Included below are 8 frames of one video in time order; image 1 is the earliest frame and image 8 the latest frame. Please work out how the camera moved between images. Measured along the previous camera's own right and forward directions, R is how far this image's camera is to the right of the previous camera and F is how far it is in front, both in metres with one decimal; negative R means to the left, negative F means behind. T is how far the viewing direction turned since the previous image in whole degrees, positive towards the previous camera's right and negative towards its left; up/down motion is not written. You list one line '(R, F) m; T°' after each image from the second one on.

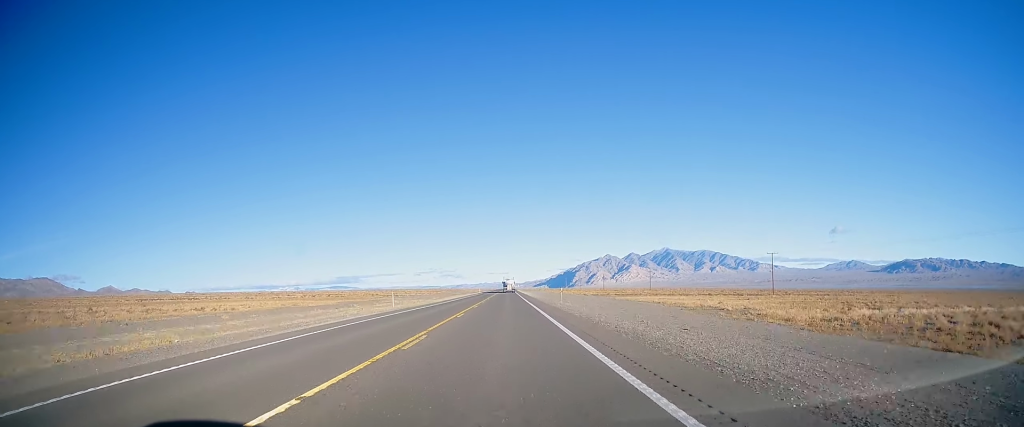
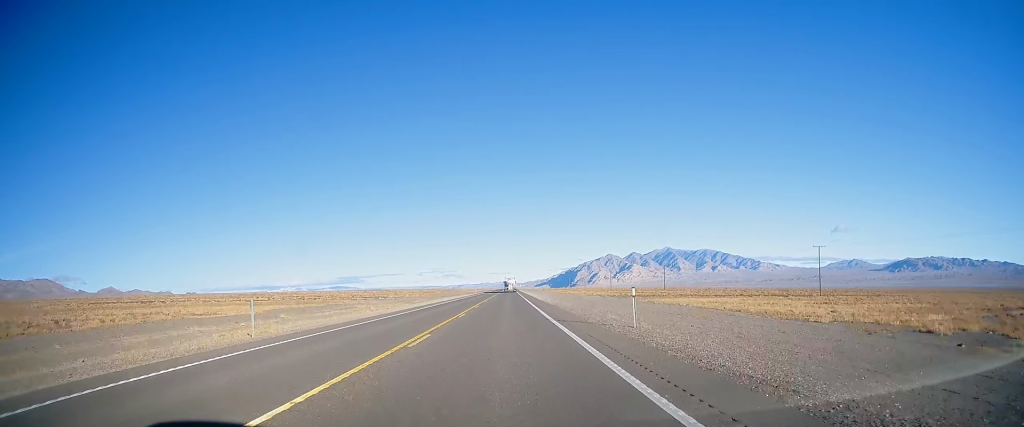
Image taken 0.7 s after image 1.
(0.0, +23.4) m; 0°
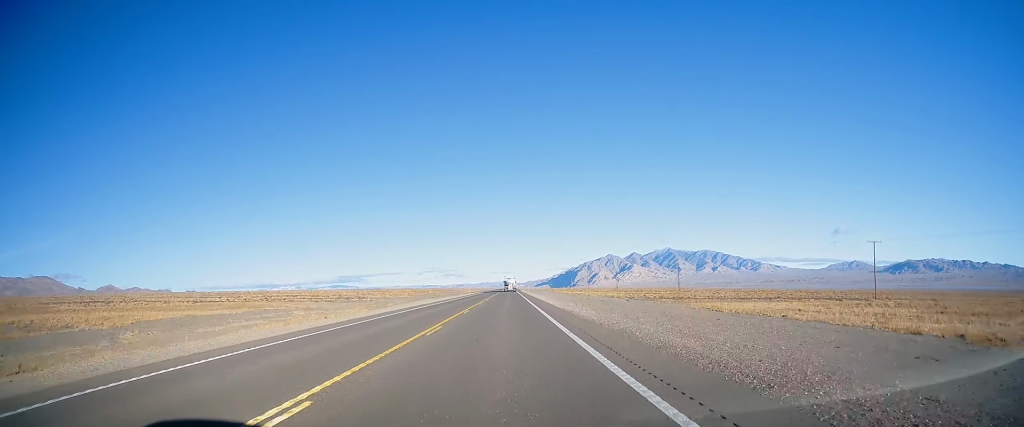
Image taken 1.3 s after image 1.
(0.0, +21.1) m; 0°
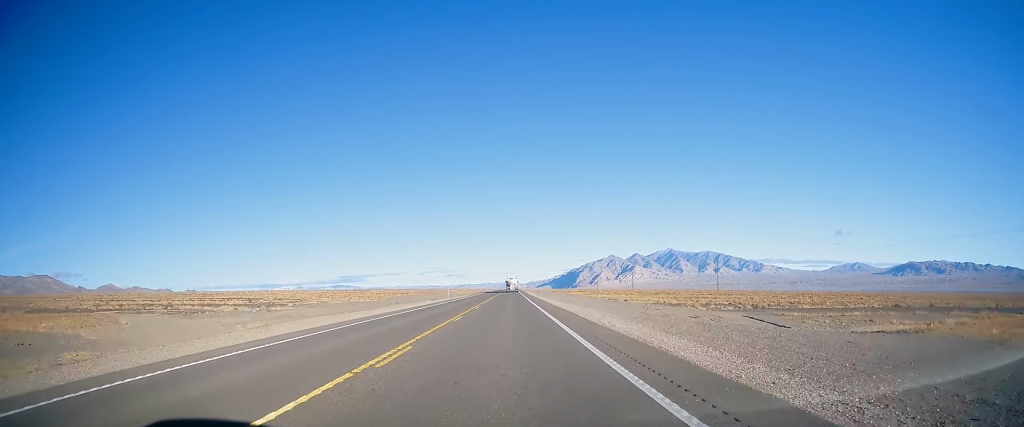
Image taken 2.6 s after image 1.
(-0.2, +42.3) m; 0°
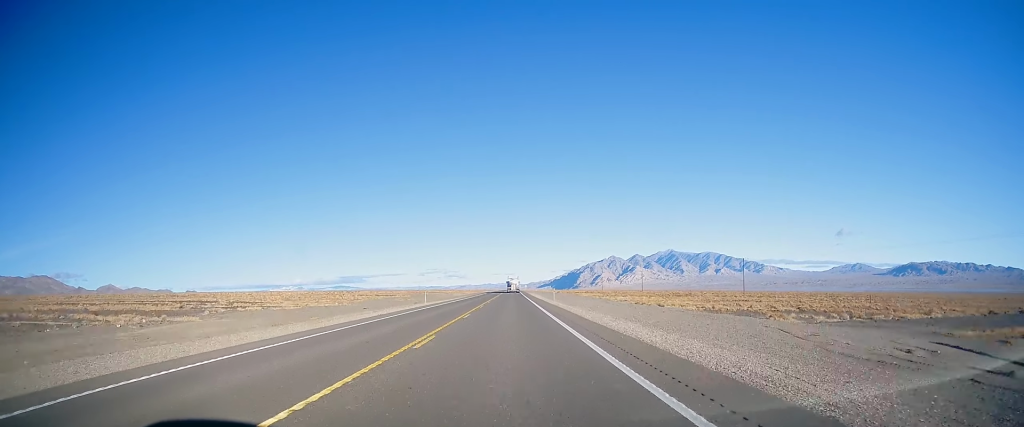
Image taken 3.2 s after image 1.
(0.0, +21.2) m; 0°
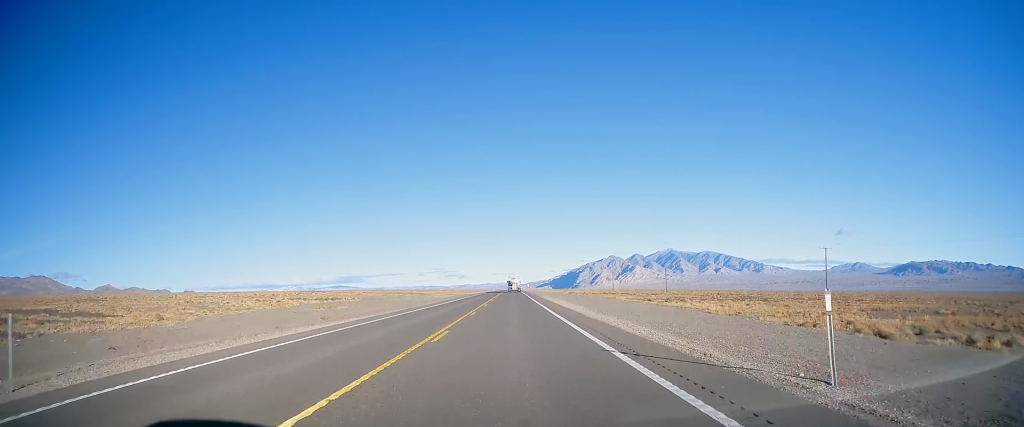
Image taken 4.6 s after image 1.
(+0.5, +47.1) m; +1°
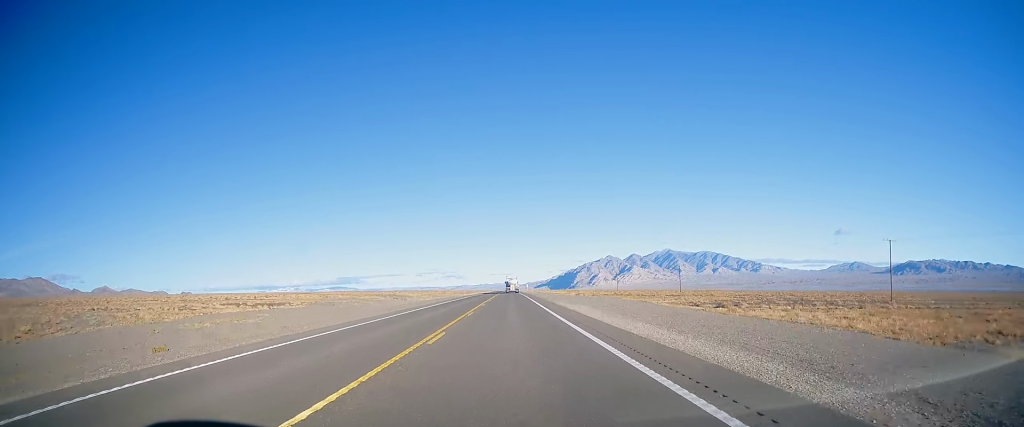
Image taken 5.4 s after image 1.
(+0.1, +24.7) m; 0°
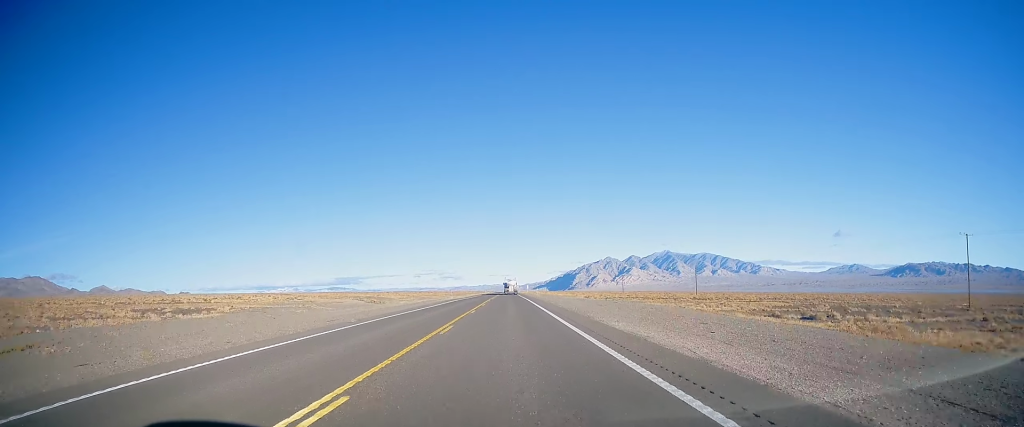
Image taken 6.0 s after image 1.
(-0.3, +21.3) m; 0°
